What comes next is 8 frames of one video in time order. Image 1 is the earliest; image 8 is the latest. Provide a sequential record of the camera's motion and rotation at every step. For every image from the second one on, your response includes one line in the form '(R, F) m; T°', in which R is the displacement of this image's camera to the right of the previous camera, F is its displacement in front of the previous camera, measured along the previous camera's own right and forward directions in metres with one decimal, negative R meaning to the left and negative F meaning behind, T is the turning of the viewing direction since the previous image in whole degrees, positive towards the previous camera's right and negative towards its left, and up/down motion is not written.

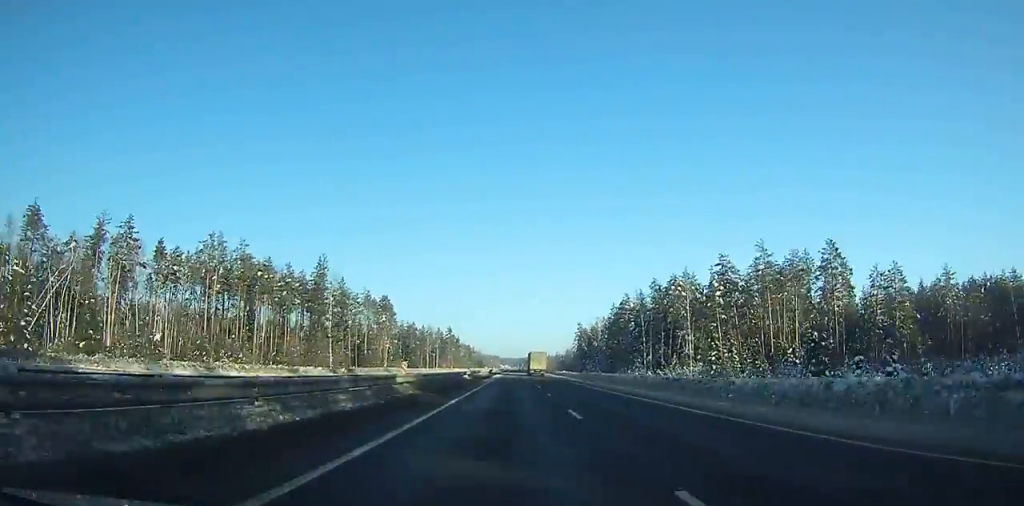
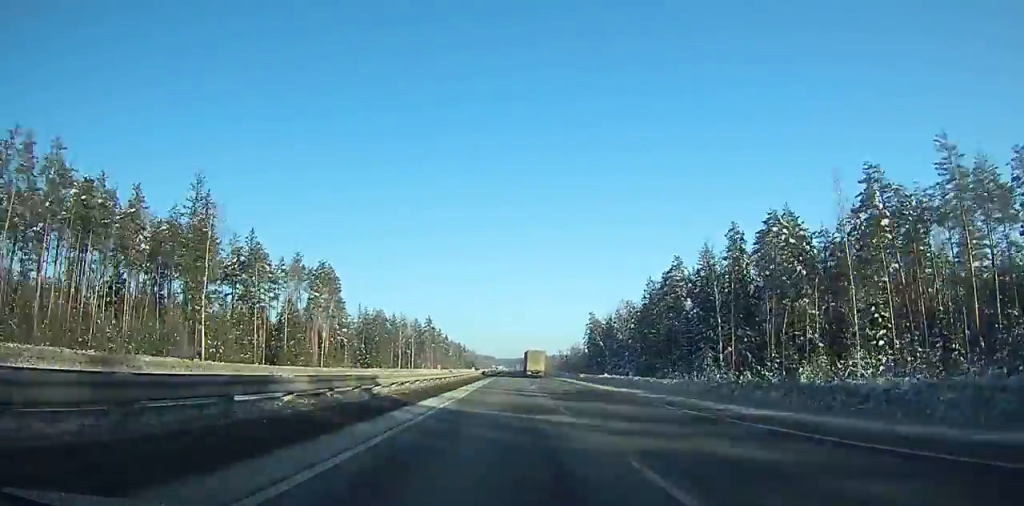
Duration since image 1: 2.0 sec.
(+0.2, +53.8) m; 0°
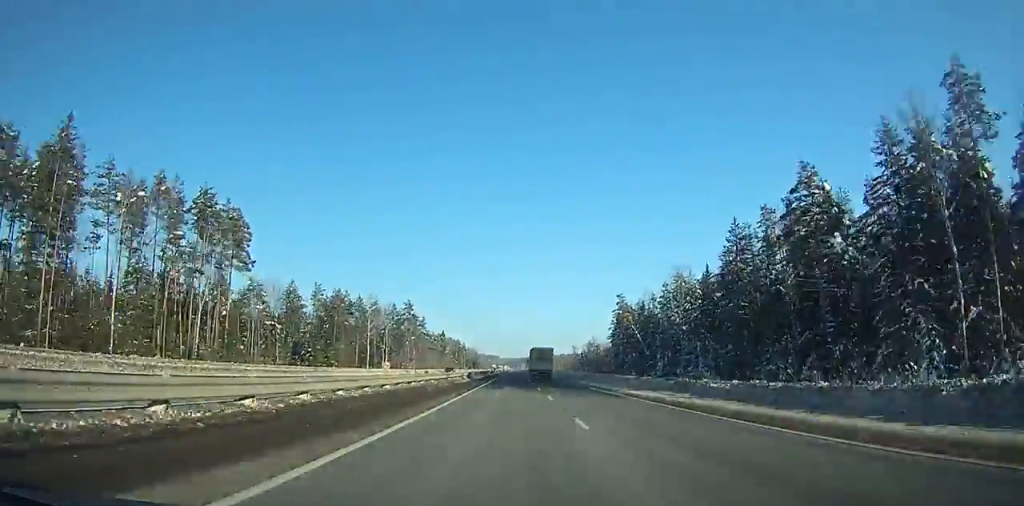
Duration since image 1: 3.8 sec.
(0.0, +47.8) m; 0°
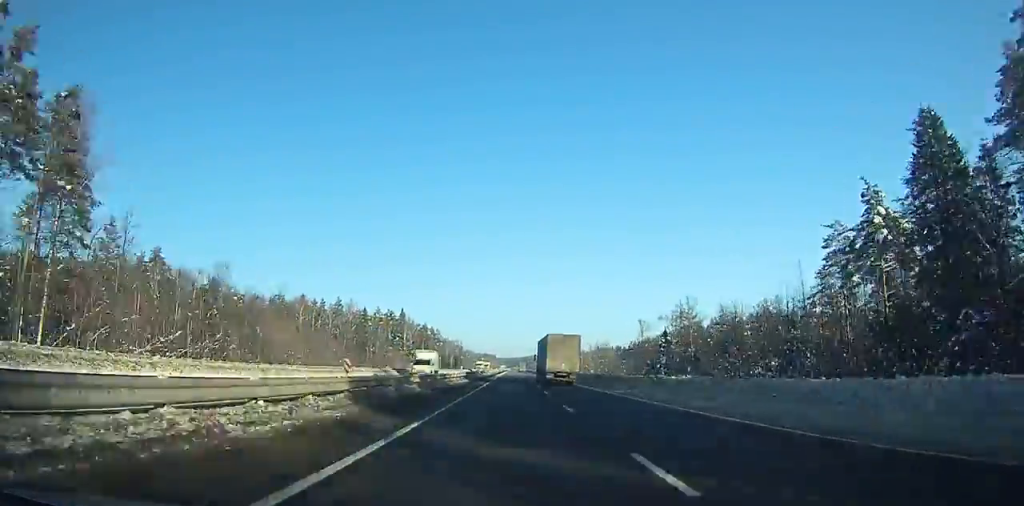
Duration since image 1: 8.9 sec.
(+0.5, +144.5) m; 0°
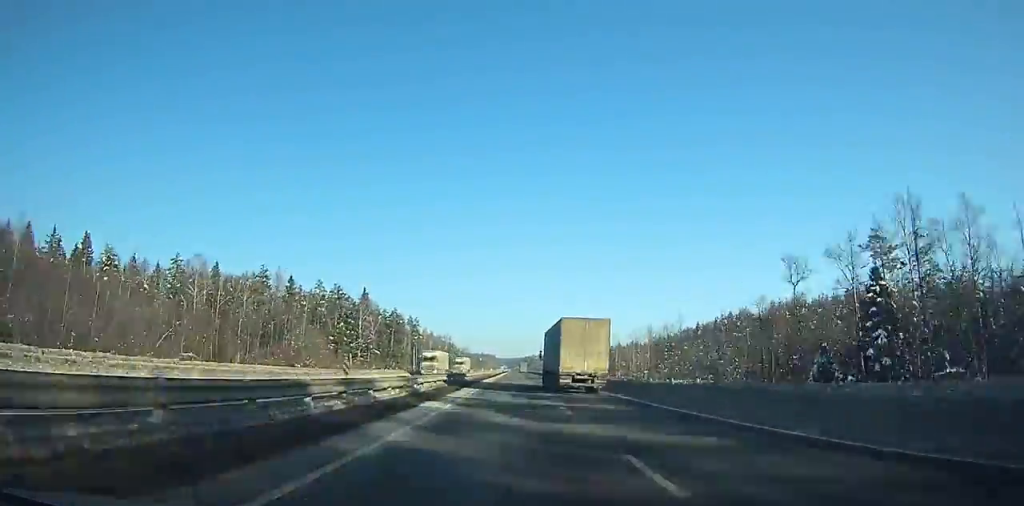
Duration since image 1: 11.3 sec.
(-0.1, +73.3) m; 0°
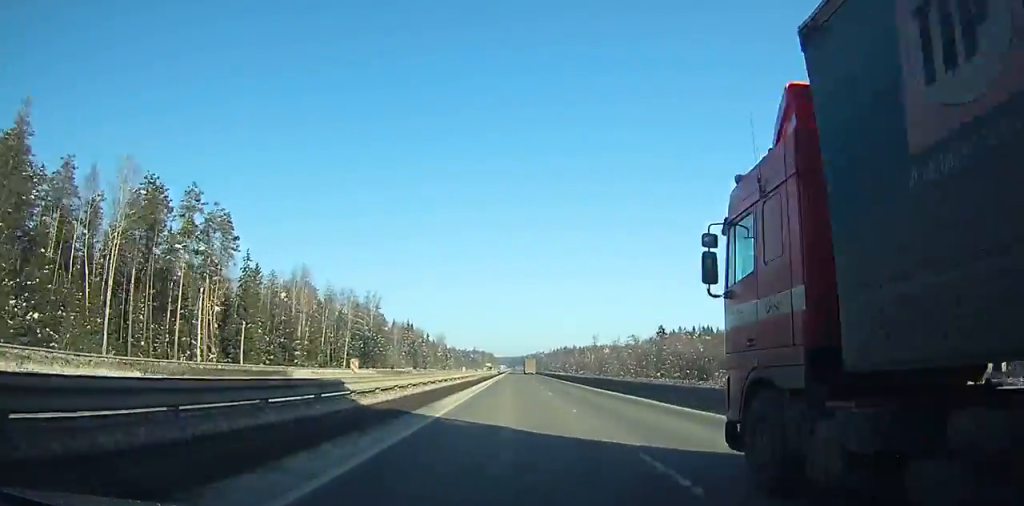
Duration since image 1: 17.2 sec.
(-1.0, +184.3) m; 0°
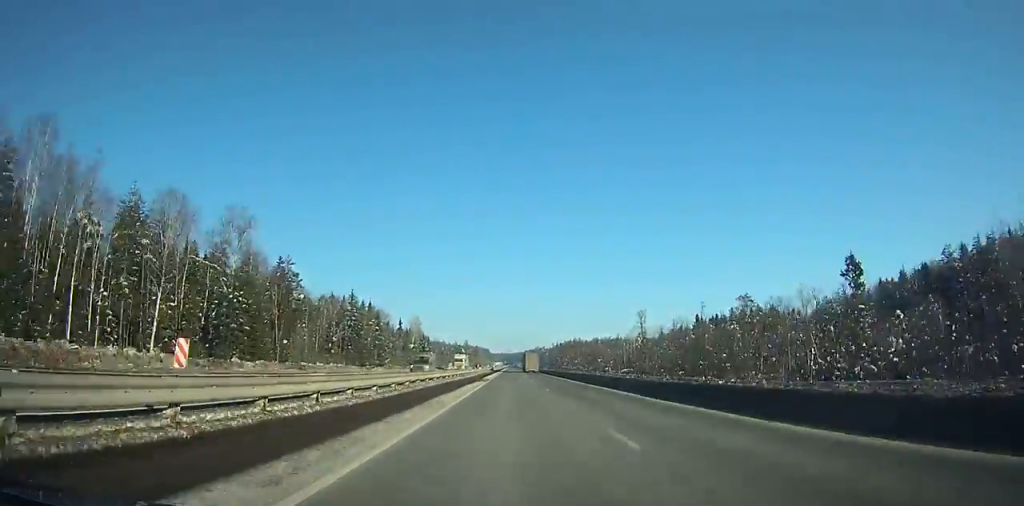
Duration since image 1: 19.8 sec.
(0.0, +78.5) m; 0°
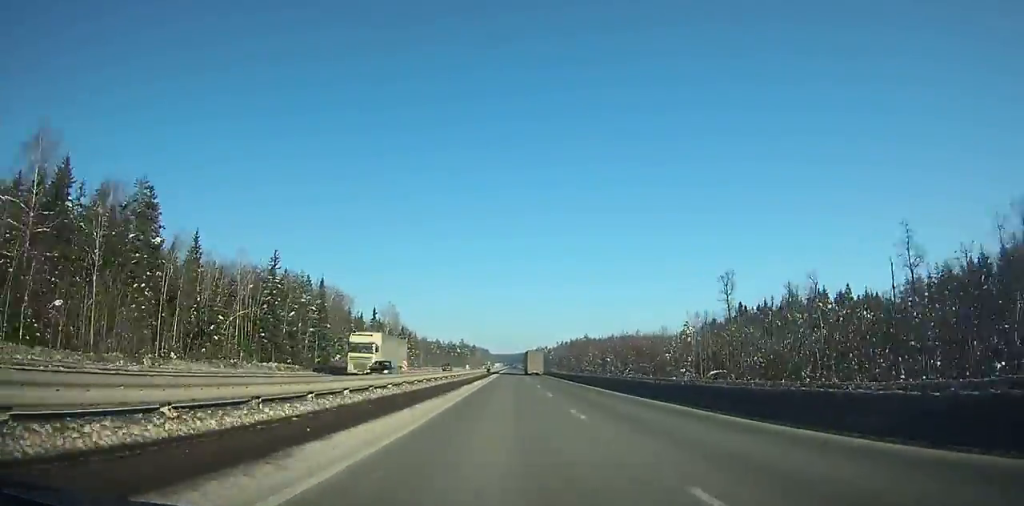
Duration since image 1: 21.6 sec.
(-0.1, +54.3) m; 0°
